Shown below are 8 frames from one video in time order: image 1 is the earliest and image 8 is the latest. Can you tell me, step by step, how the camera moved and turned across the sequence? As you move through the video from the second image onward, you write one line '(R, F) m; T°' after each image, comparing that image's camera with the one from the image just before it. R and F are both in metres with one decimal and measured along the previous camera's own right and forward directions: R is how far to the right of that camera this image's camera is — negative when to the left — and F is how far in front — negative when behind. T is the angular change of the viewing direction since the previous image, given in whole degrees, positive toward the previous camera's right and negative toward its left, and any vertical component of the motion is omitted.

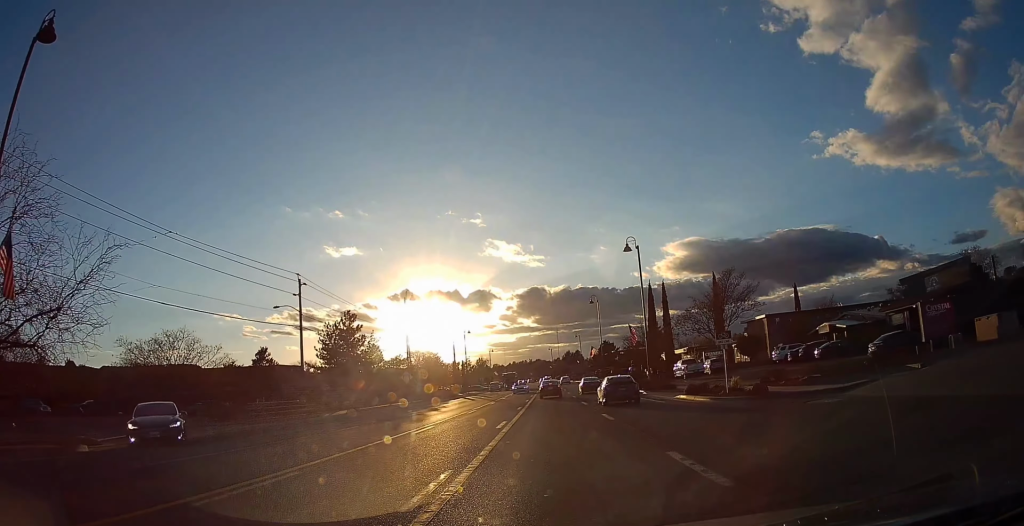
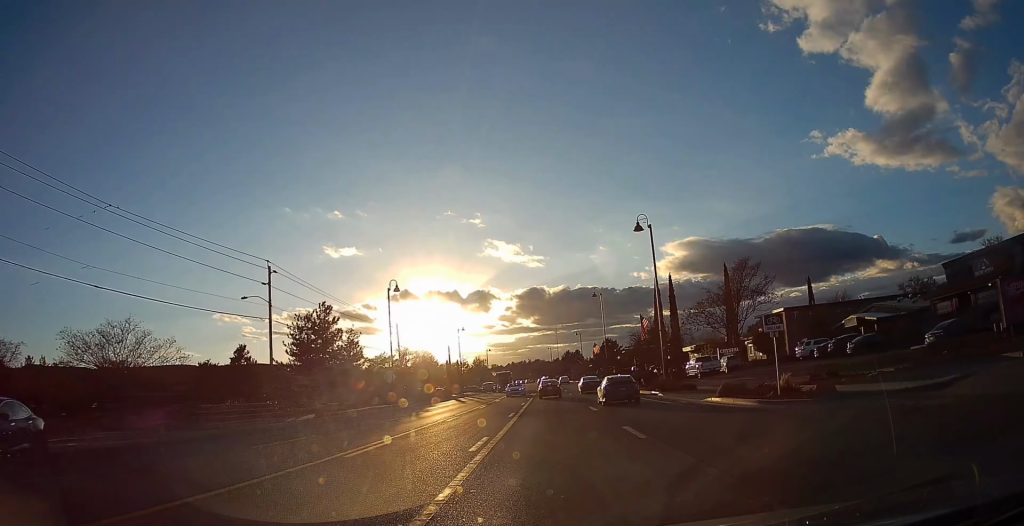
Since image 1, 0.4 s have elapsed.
(-0.4, +6.0) m; -1°
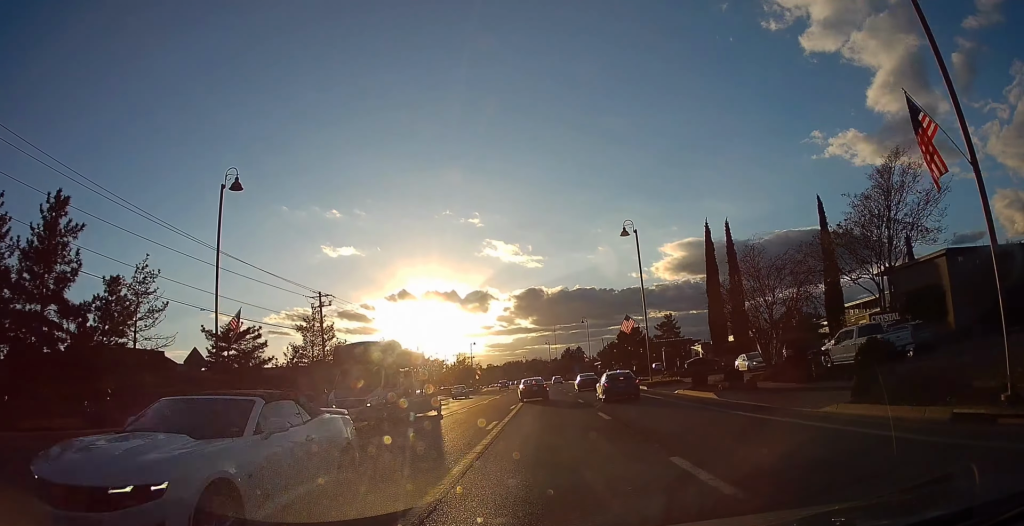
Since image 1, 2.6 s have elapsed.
(+0.5, +31.5) m; -2°
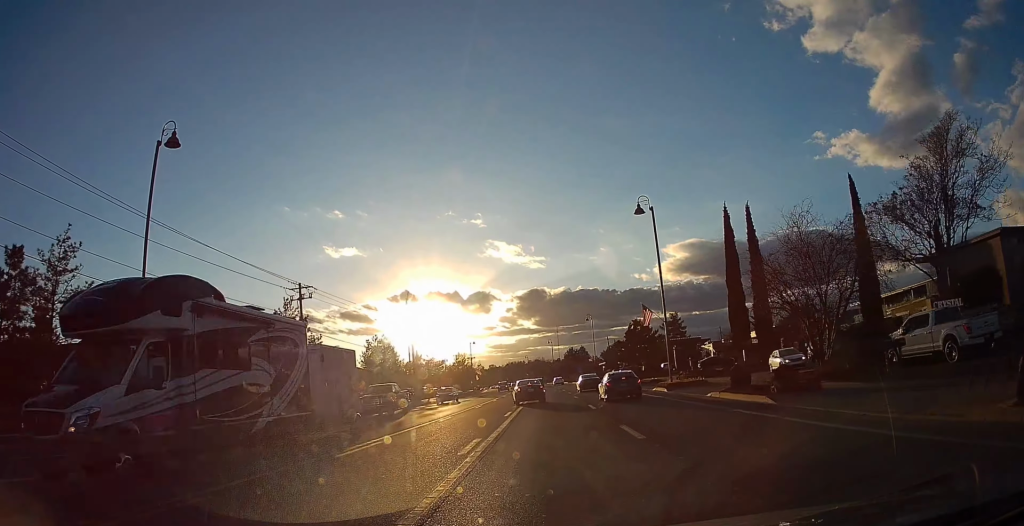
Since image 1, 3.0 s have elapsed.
(-0.2, +6.4) m; -1°
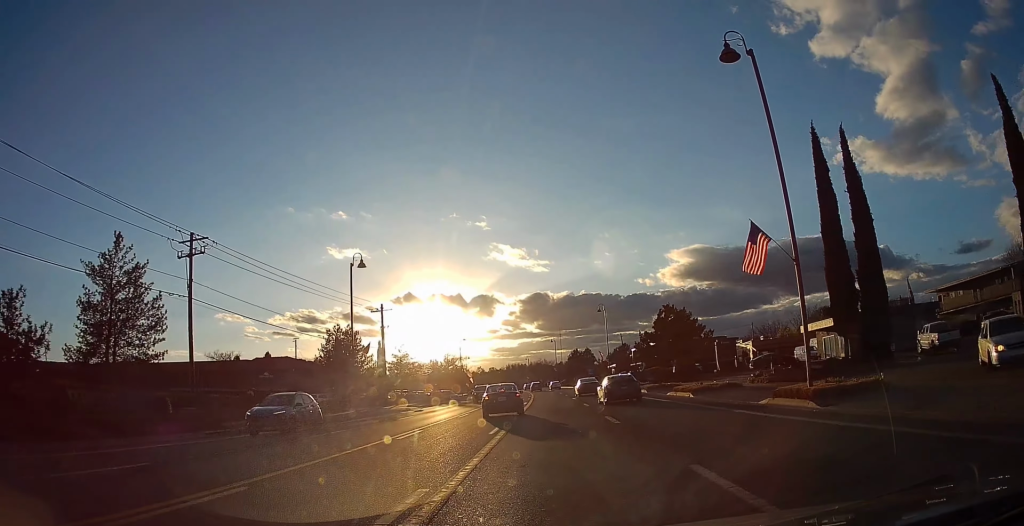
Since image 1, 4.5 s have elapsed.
(-0.2, +20.7) m; +1°
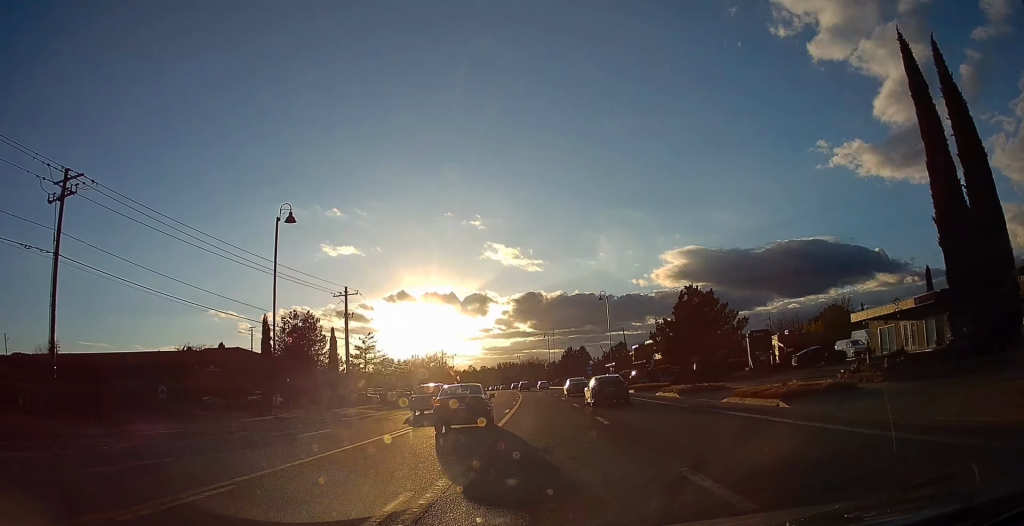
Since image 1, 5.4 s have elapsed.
(0.0, +12.8) m; -1°
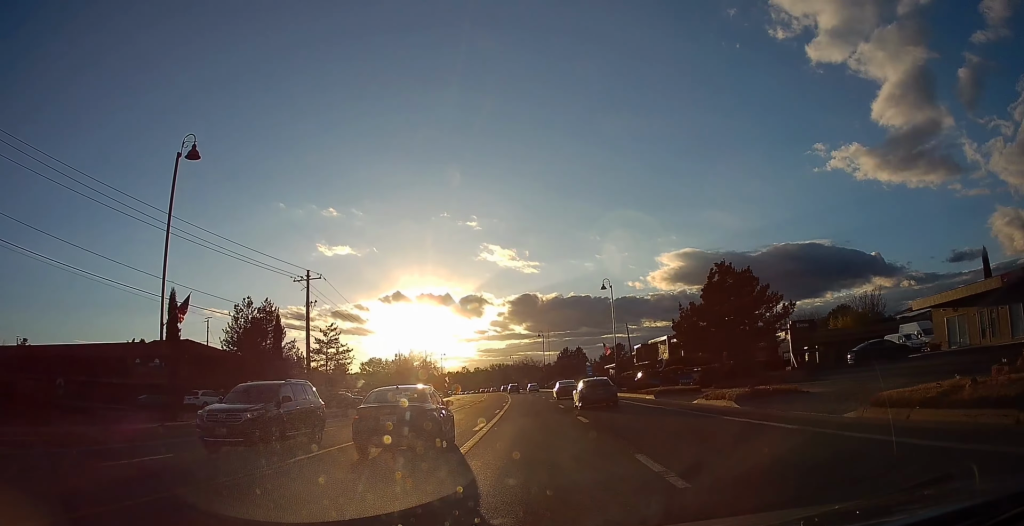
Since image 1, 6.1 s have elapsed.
(-0.2, +10.4) m; -1°
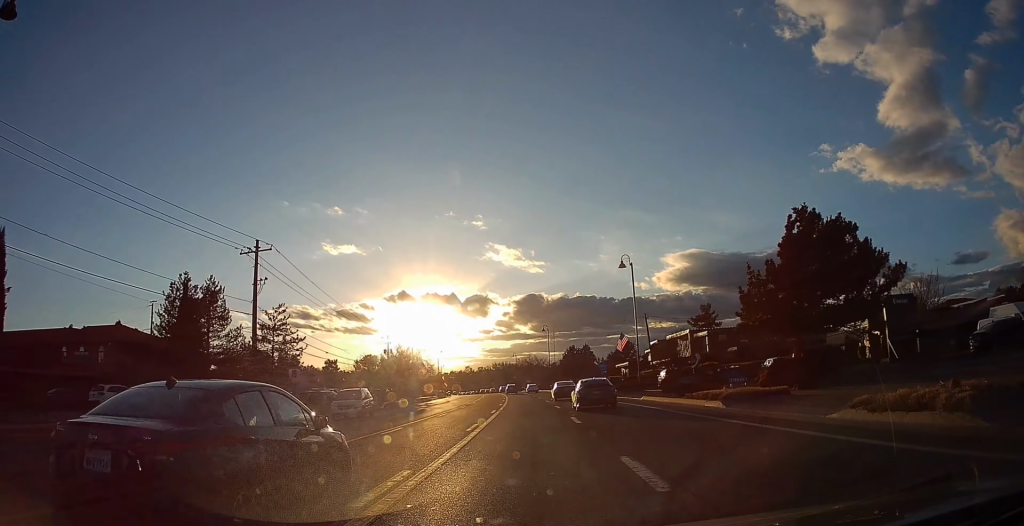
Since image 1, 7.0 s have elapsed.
(-0.2, +12.4) m; +2°
